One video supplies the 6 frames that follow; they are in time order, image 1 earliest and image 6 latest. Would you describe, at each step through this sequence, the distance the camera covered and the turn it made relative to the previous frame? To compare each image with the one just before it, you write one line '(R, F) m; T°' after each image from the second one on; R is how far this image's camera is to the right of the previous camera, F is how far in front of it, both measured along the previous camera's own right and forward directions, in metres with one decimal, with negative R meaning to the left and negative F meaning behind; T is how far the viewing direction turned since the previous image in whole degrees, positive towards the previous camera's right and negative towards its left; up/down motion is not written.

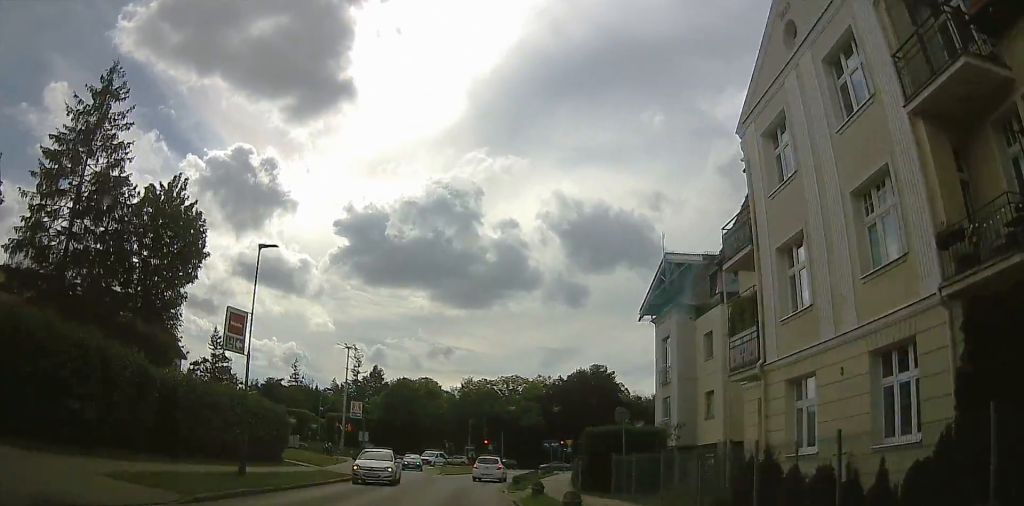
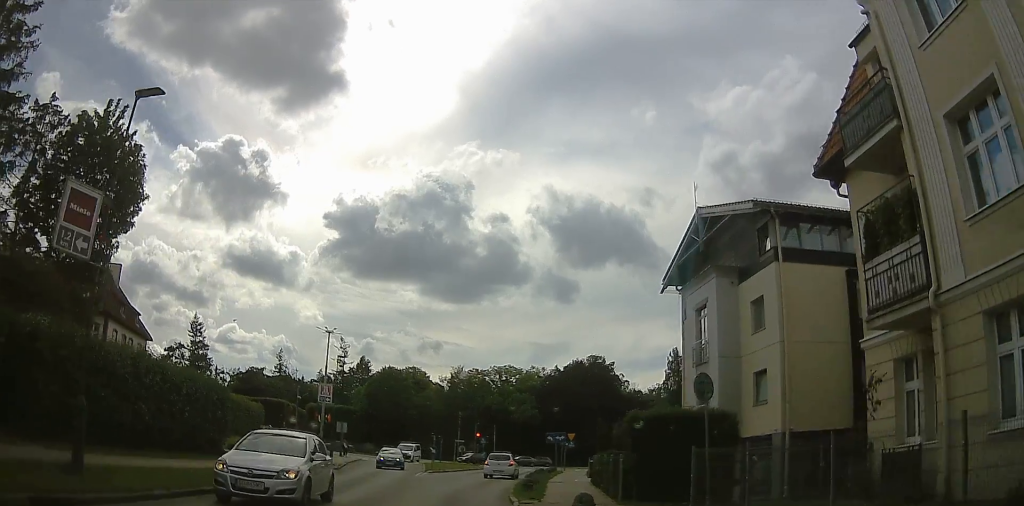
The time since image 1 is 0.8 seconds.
(0.0, +8.1) m; 0°
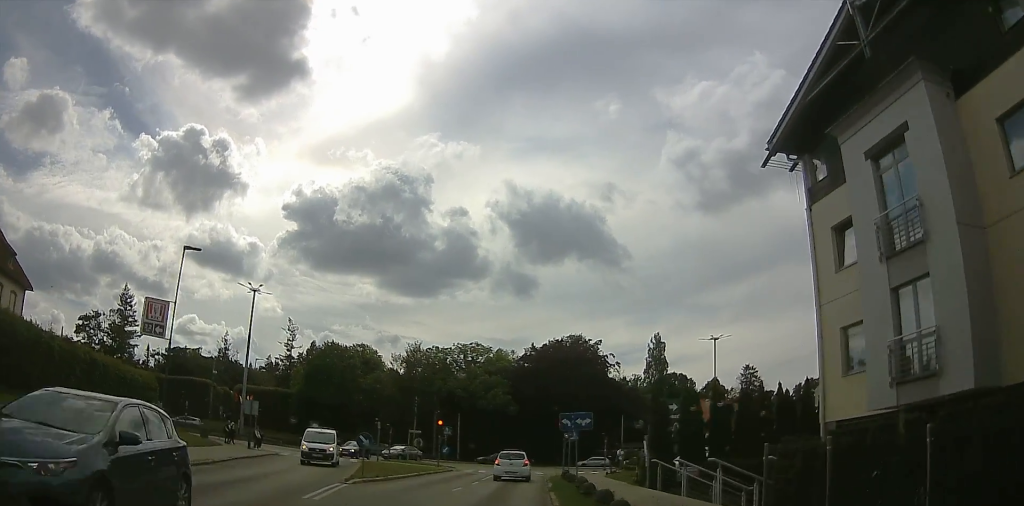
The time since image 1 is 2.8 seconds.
(0.0, +19.8) m; +3°
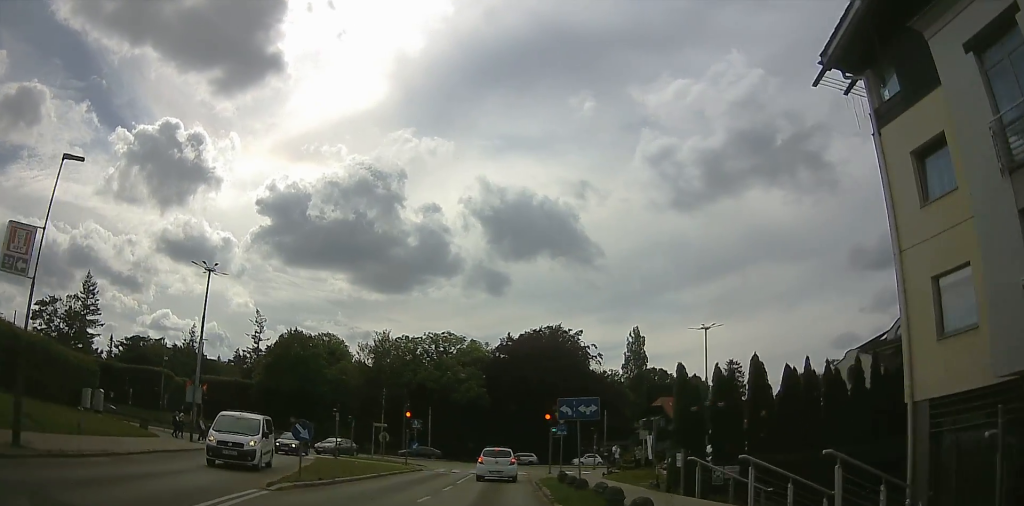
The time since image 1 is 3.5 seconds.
(+0.2, +6.3) m; +3°
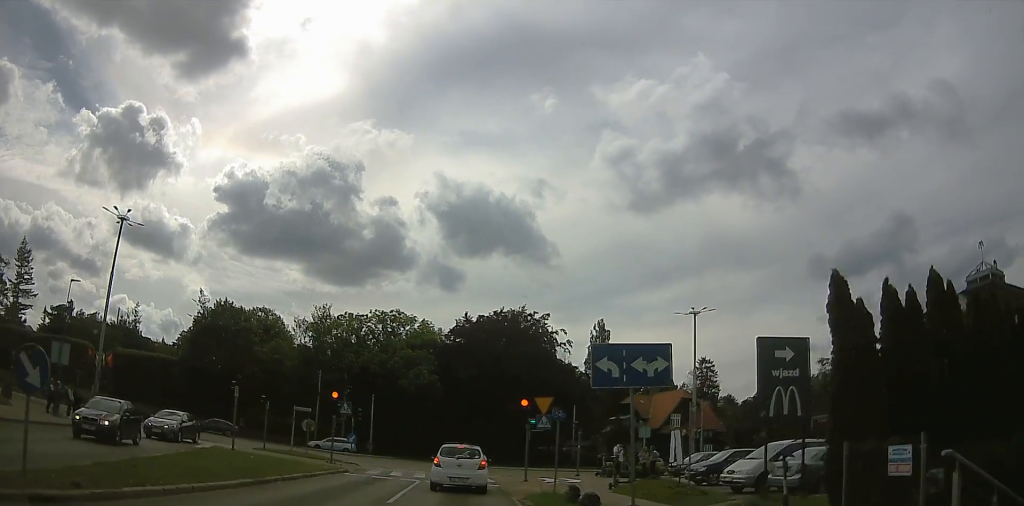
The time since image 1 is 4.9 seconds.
(+0.6, +11.7) m; +6°
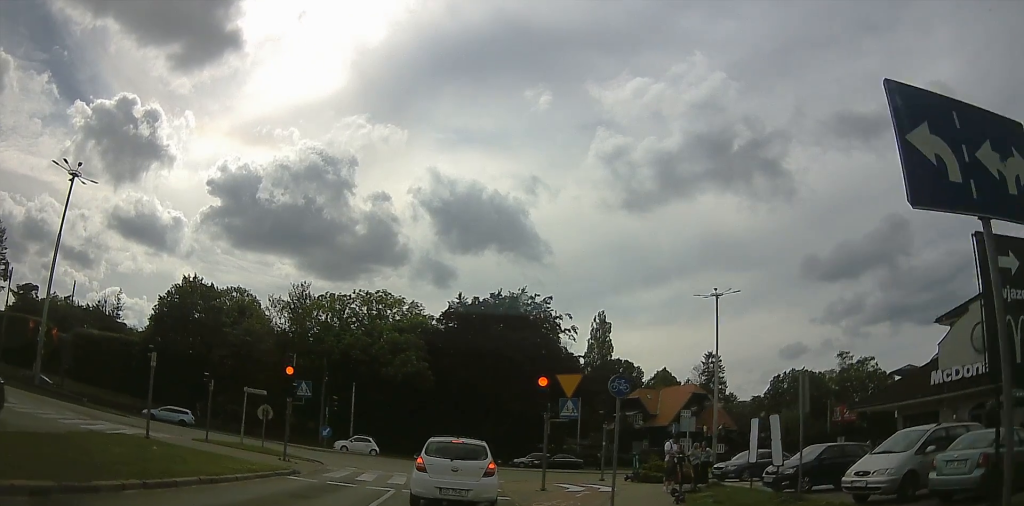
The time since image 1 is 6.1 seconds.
(+0.6, +8.9) m; +6°
